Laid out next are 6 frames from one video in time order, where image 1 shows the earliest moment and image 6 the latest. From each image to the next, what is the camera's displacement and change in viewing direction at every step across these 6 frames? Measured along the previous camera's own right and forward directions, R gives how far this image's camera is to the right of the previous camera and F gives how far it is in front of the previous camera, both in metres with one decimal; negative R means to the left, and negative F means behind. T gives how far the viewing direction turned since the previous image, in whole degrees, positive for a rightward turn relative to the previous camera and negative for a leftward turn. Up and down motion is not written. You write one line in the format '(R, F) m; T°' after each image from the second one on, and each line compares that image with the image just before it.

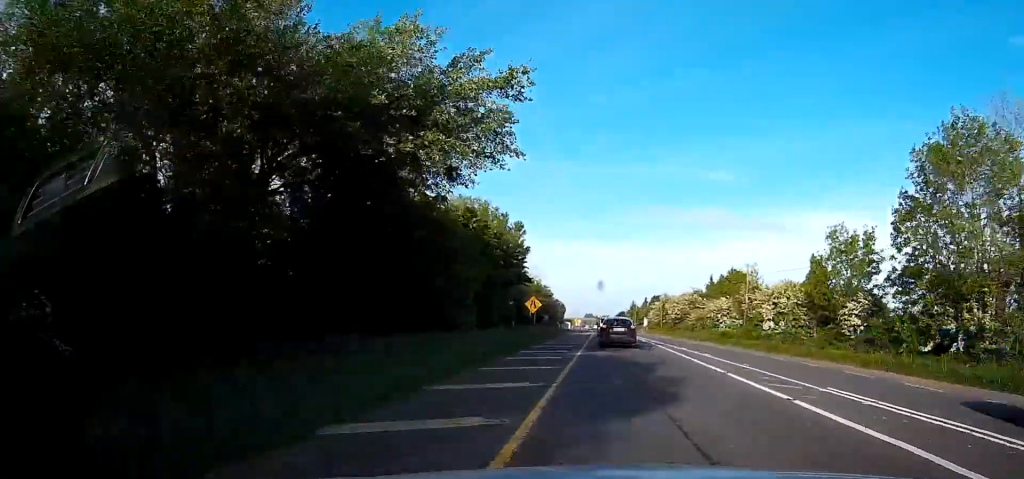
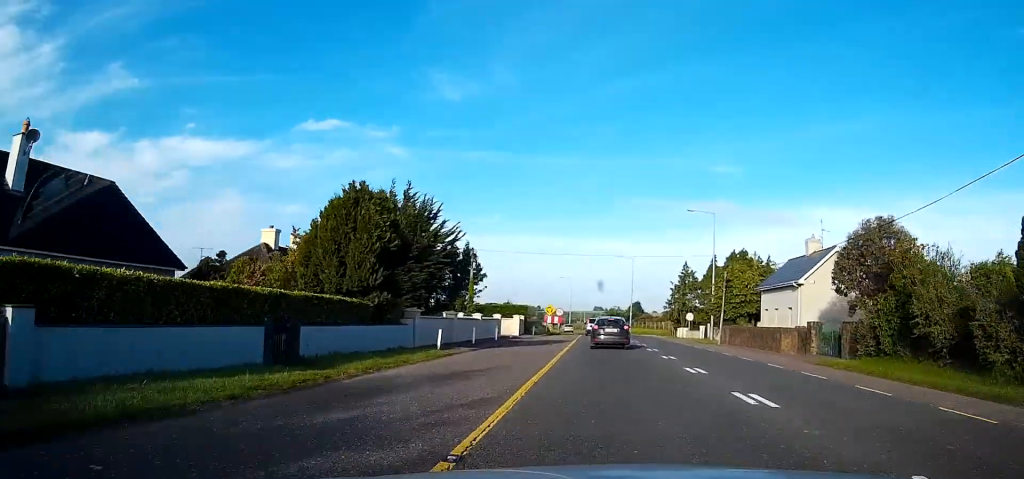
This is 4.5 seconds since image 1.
(-0.6, +103.9) m; -1°
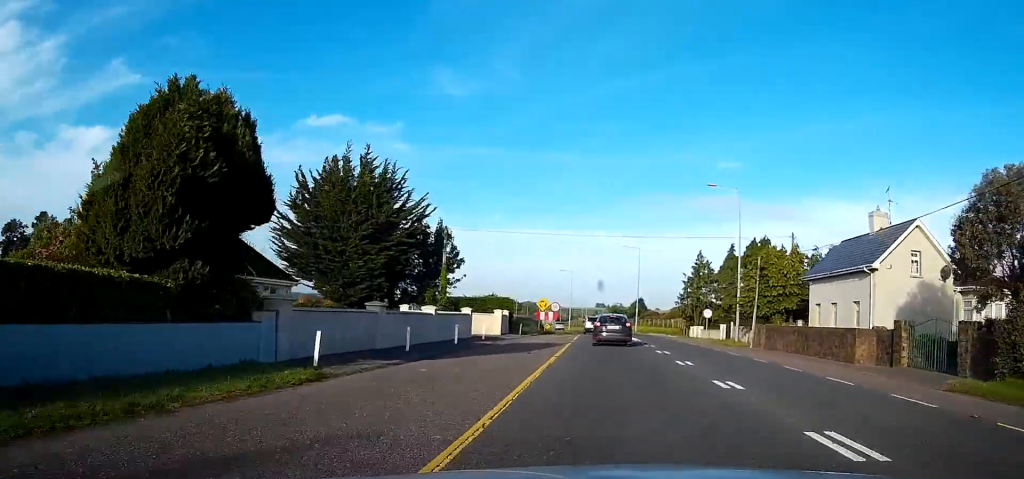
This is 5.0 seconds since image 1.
(0.0, +9.8) m; 0°
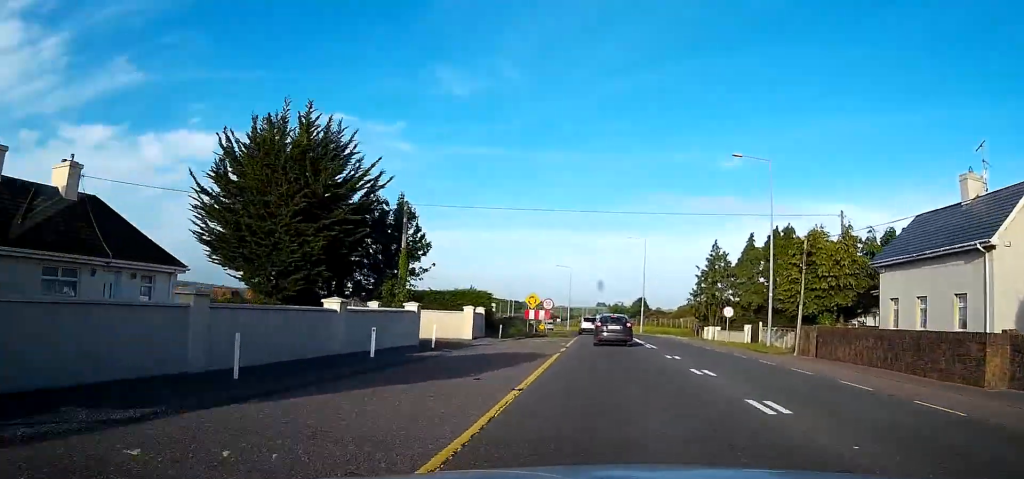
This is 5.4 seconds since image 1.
(-0.1, +9.0) m; 0°
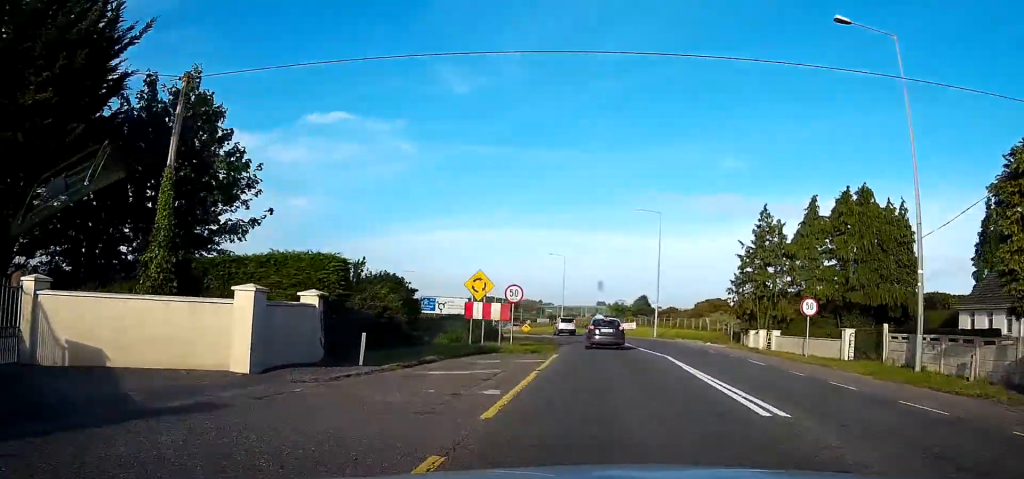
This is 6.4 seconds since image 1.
(+0.2, +19.5) m; -1°
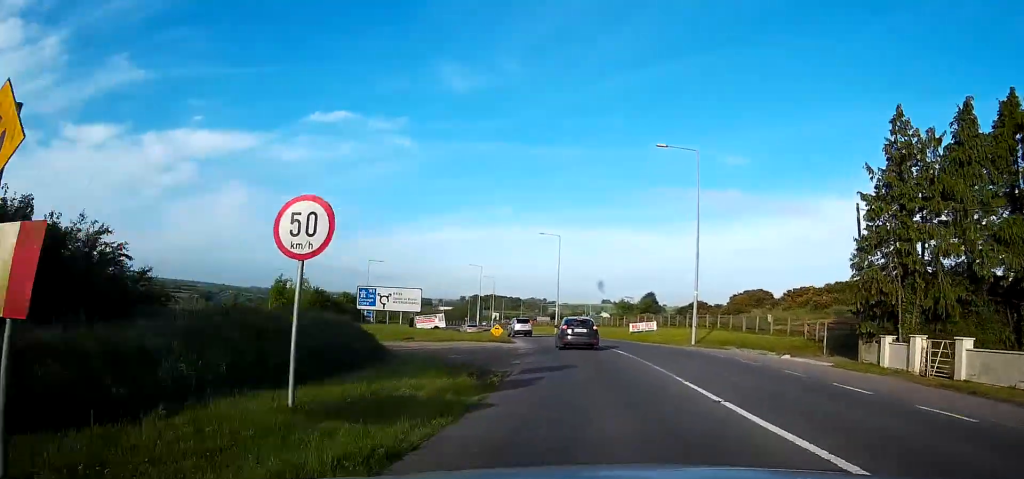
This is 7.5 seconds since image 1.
(-0.4, +21.3) m; -2°
